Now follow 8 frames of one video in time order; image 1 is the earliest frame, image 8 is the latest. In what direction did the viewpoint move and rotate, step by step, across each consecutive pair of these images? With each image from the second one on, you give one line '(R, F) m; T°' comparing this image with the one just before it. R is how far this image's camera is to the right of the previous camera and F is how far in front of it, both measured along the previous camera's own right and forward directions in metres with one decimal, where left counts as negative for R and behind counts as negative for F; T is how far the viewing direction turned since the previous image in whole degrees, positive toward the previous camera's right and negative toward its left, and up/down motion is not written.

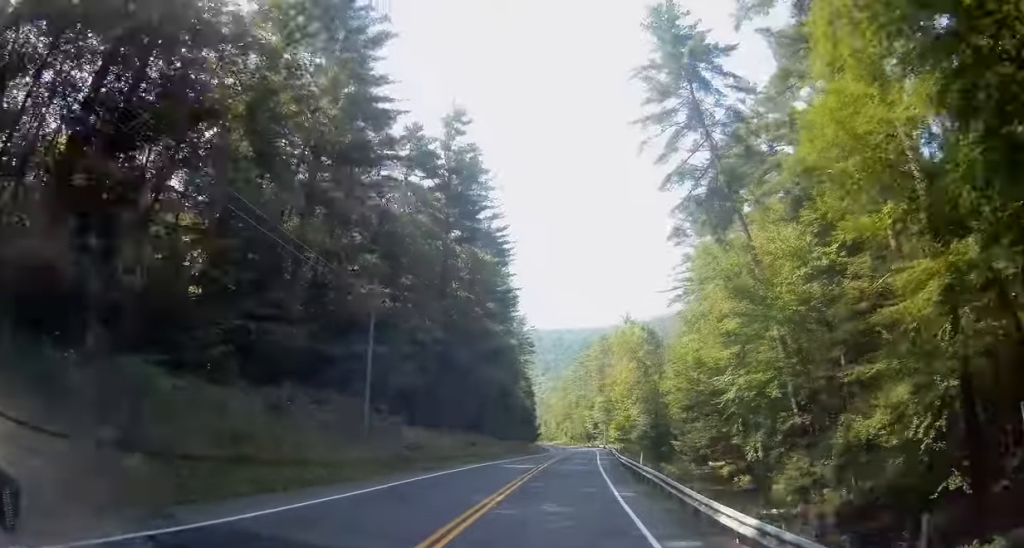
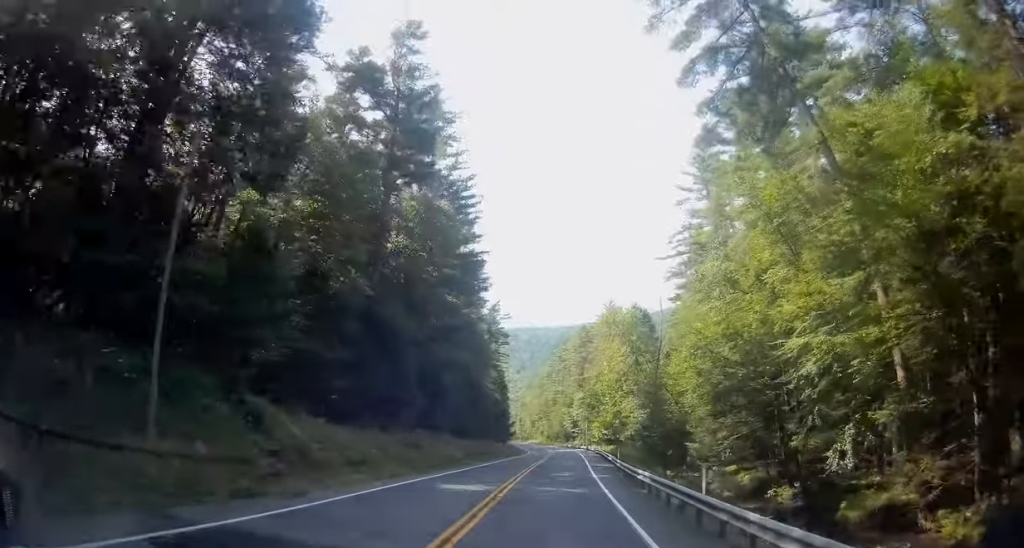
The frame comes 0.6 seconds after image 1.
(+0.5, +14.8) m; +2°
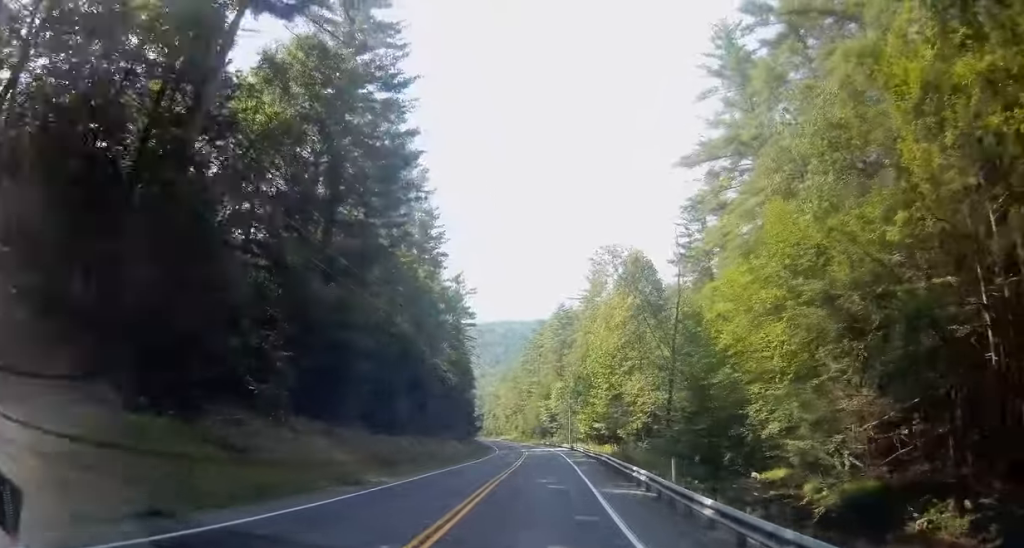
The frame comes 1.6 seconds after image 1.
(0.0, +21.6) m; +2°
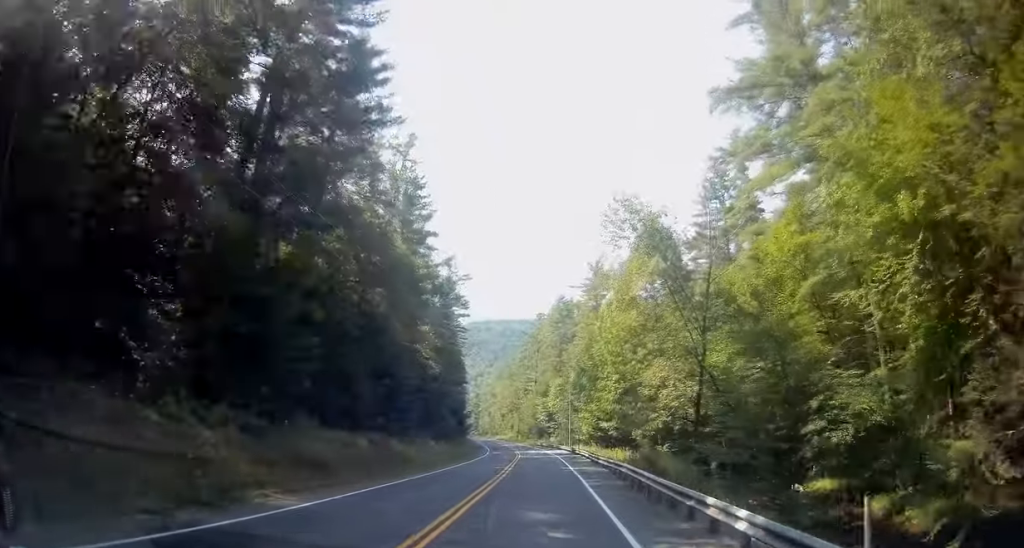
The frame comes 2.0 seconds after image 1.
(+0.2, +10.0) m; 0°
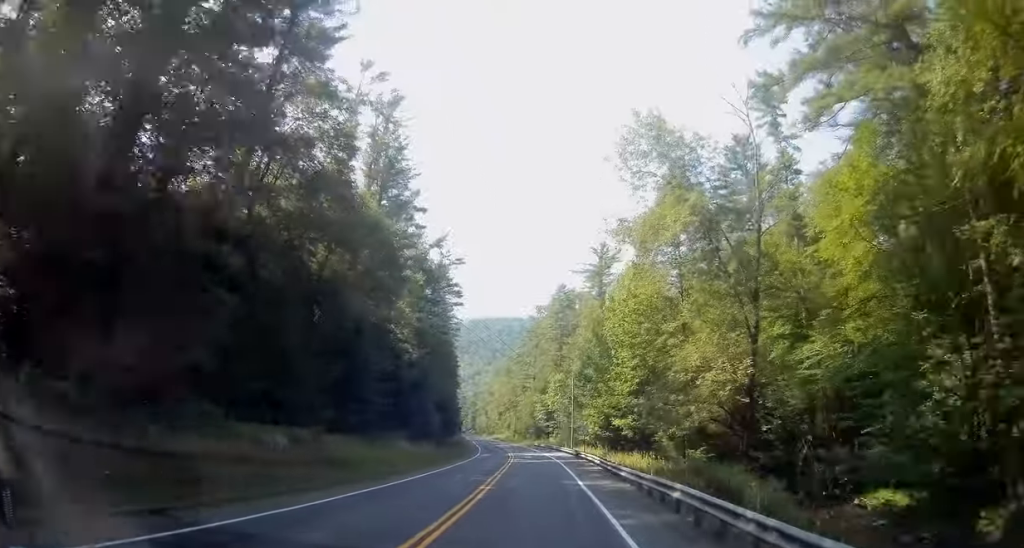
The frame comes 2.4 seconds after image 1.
(+0.2, +10.0) m; 0°
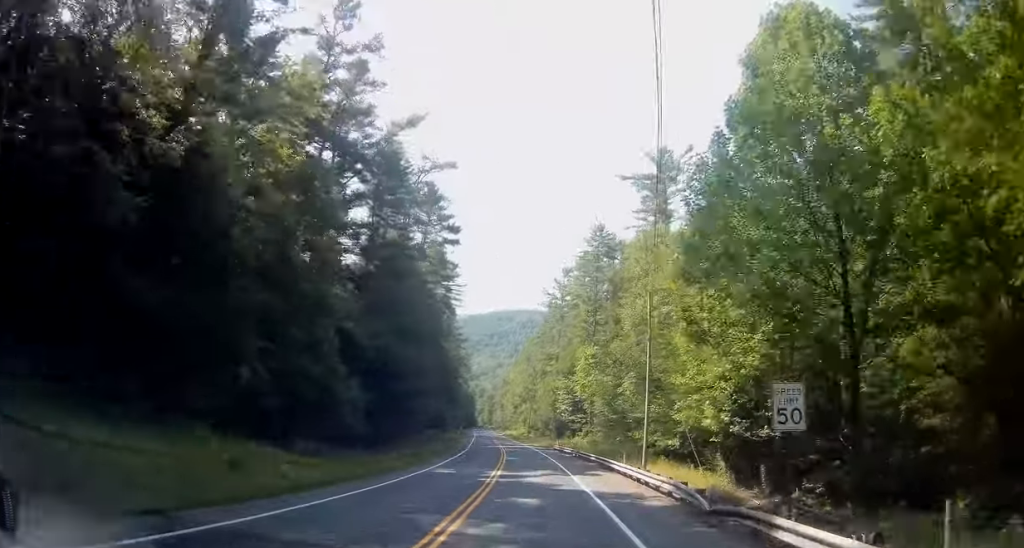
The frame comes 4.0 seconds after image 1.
(-0.3, +37.1) m; -1°
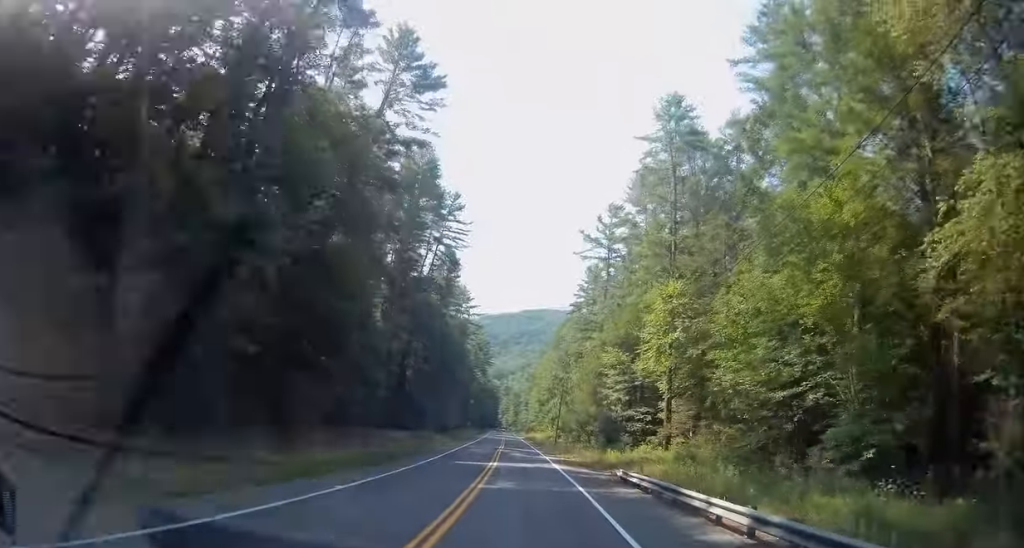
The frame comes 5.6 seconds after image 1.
(-0.5, +40.2) m; -2°
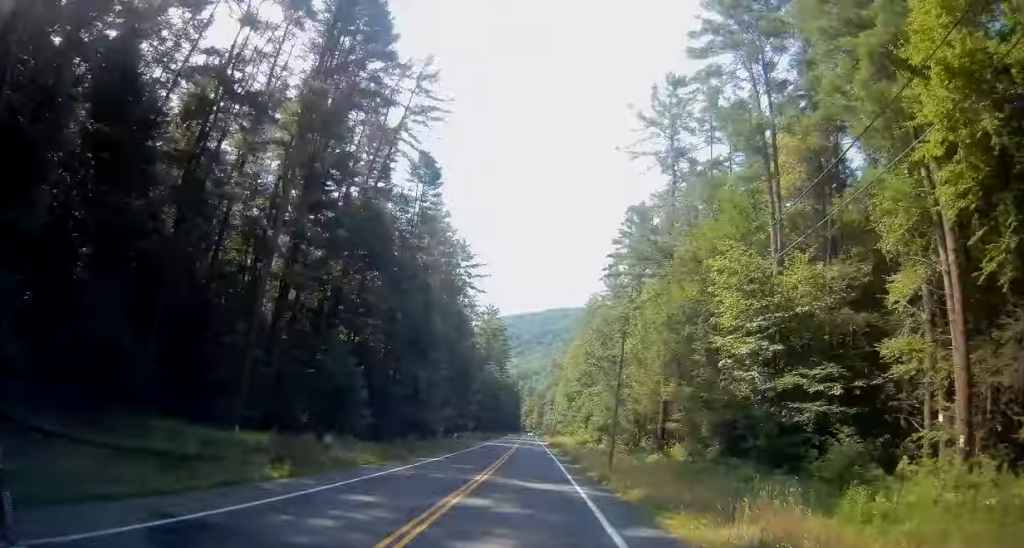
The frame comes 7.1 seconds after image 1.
(-0.9, +37.5) m; -1°
